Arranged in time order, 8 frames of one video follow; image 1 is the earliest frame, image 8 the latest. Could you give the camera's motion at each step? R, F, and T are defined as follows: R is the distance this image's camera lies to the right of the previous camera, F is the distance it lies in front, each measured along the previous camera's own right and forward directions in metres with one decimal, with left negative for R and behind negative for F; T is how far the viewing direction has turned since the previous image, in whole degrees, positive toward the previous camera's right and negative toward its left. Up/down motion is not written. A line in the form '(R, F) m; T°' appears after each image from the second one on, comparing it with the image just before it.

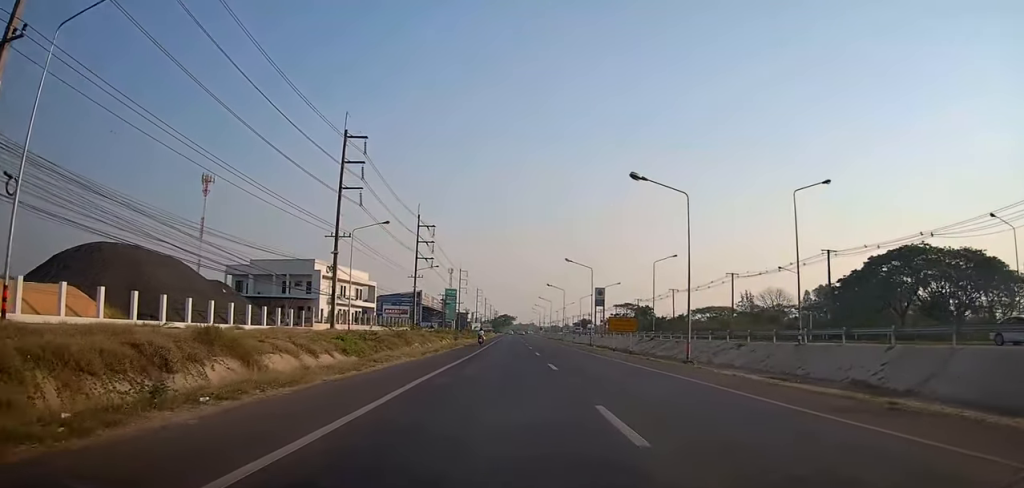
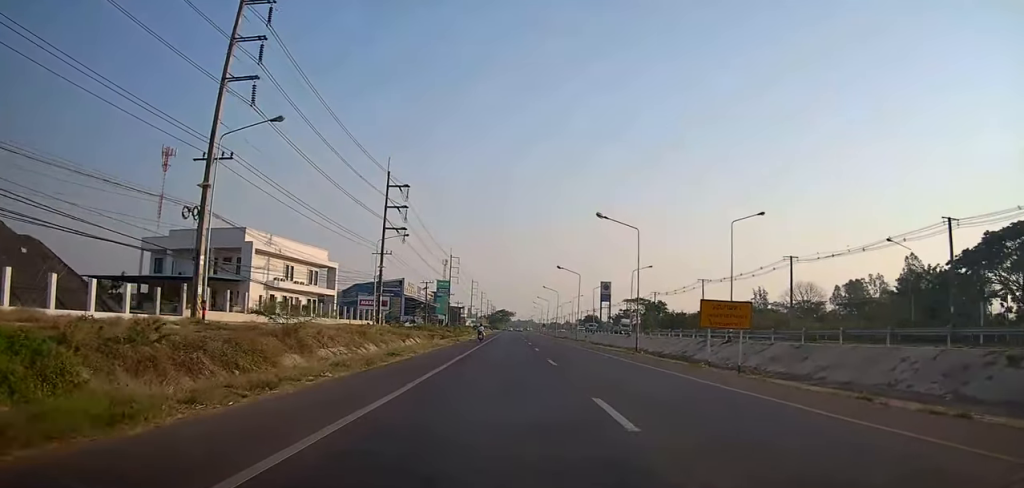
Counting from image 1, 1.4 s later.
(0.0, +23.9) m; 0°
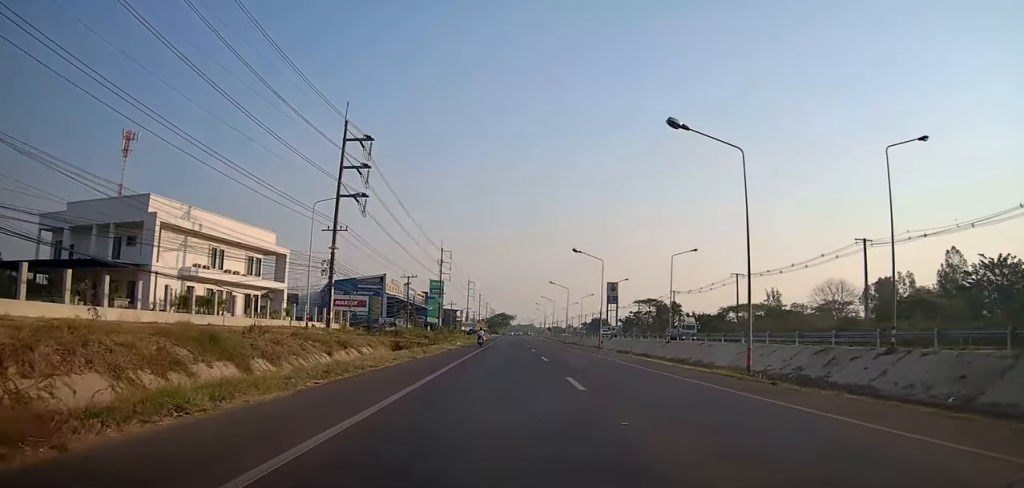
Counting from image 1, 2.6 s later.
(0.0, +19.3) m; +1°
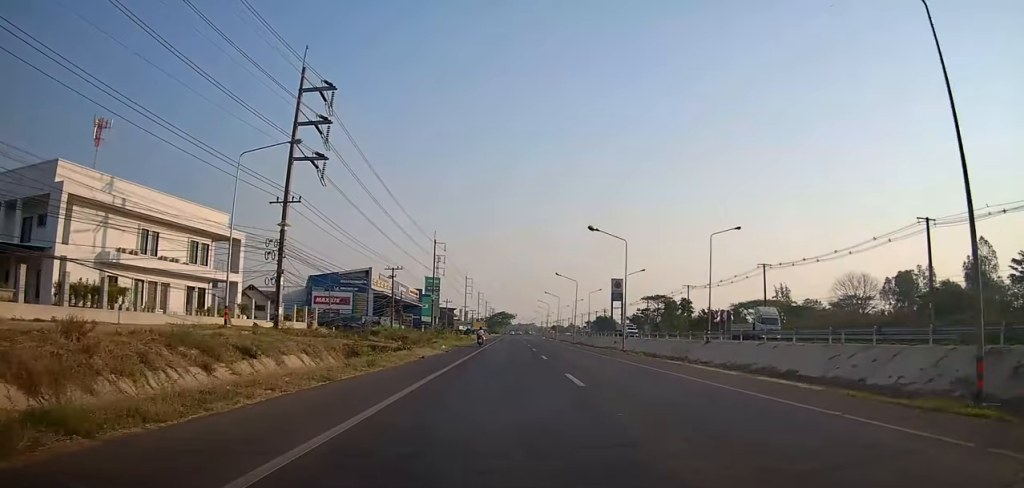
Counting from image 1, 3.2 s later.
(-0.1, +11.7) m; +2°
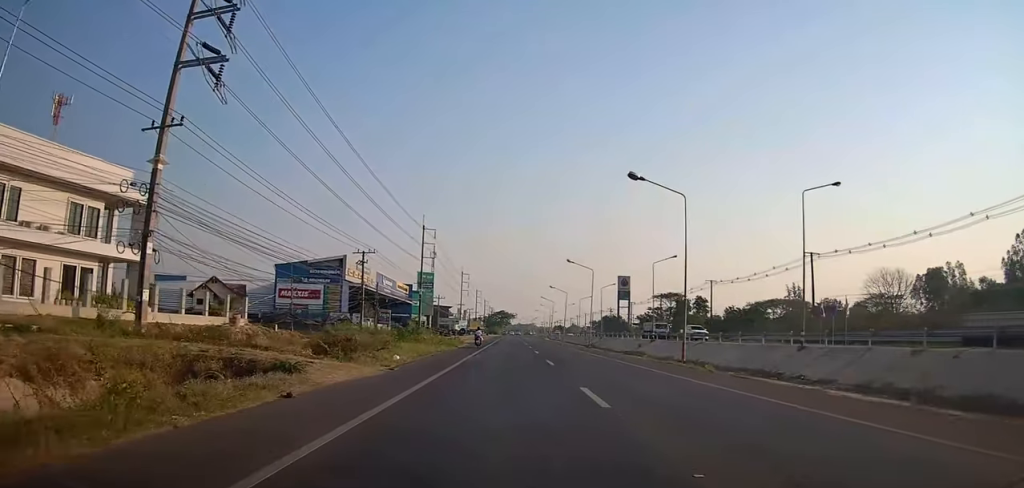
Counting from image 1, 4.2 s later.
(+0.7, +15.7) m; 0°
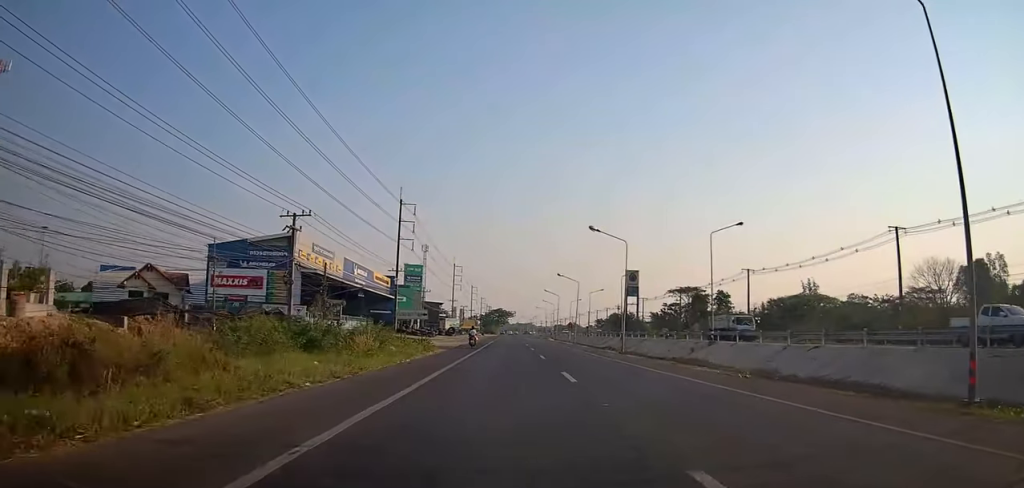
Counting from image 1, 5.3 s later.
(-1.0, +19.7) m; -3°
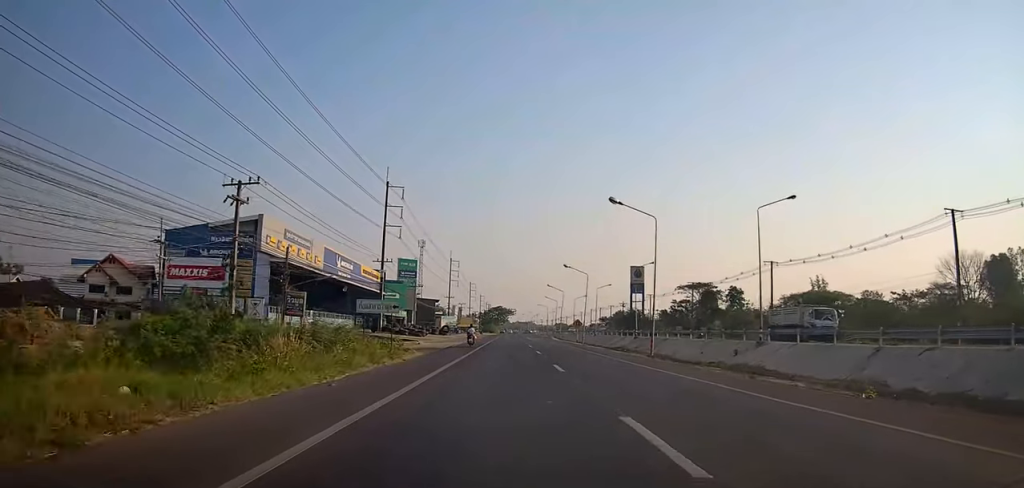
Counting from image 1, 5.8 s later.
(0.0, +9.1) m; 0°
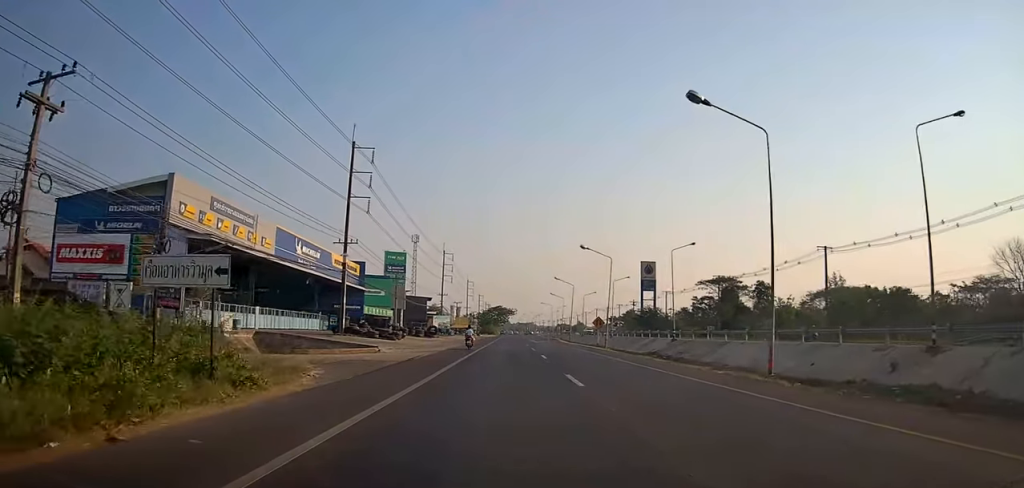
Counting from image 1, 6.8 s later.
(0.0, +16.4) m; 0°
